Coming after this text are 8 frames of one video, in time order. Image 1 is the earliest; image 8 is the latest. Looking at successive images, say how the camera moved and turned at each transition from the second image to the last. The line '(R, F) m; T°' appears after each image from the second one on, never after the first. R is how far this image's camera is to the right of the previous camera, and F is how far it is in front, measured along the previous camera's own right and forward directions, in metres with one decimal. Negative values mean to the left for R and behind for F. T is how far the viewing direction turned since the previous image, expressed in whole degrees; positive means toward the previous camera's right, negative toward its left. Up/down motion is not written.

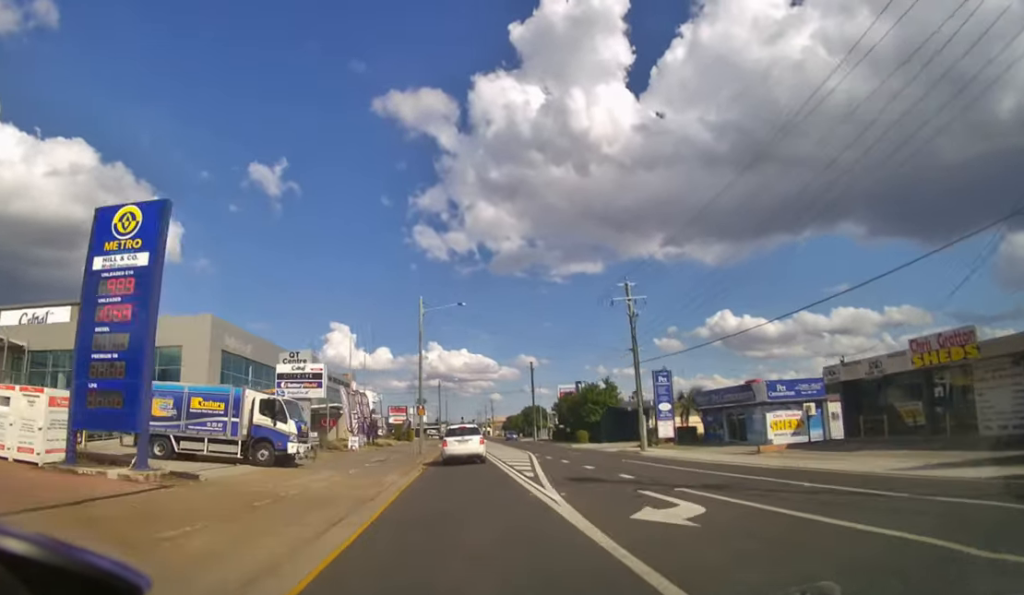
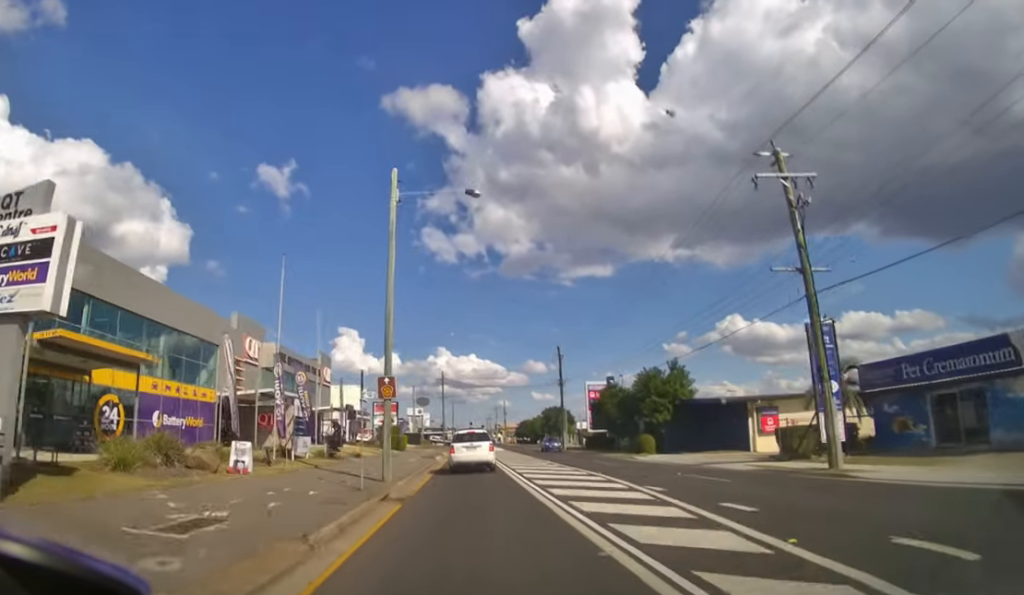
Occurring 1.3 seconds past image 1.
(0.0, +16.6) m; -1°
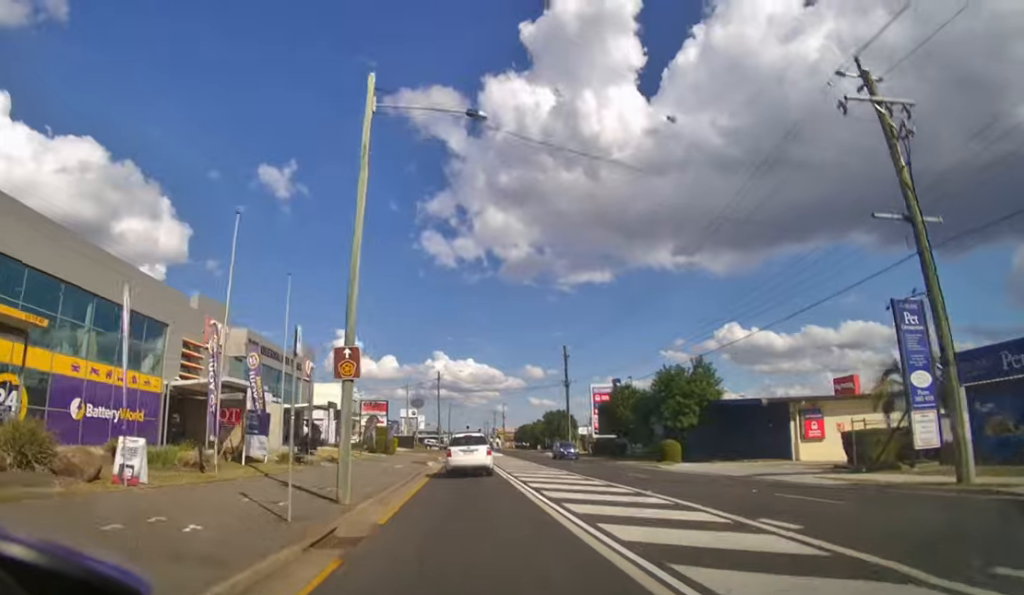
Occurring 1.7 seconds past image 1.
(0.0, +5.6) m; 0°
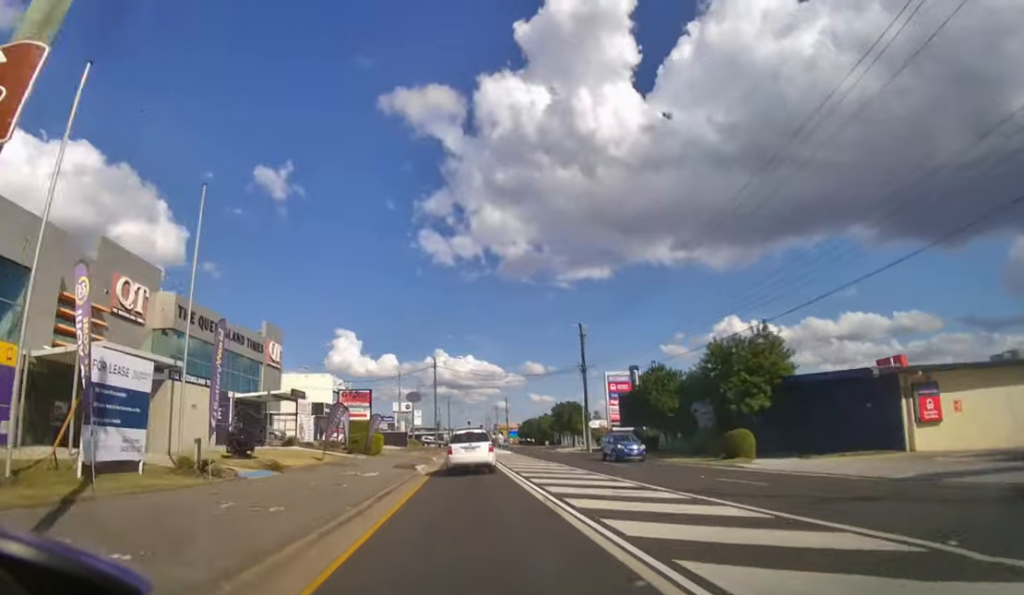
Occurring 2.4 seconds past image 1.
(0.0, +9.5) m; 0°
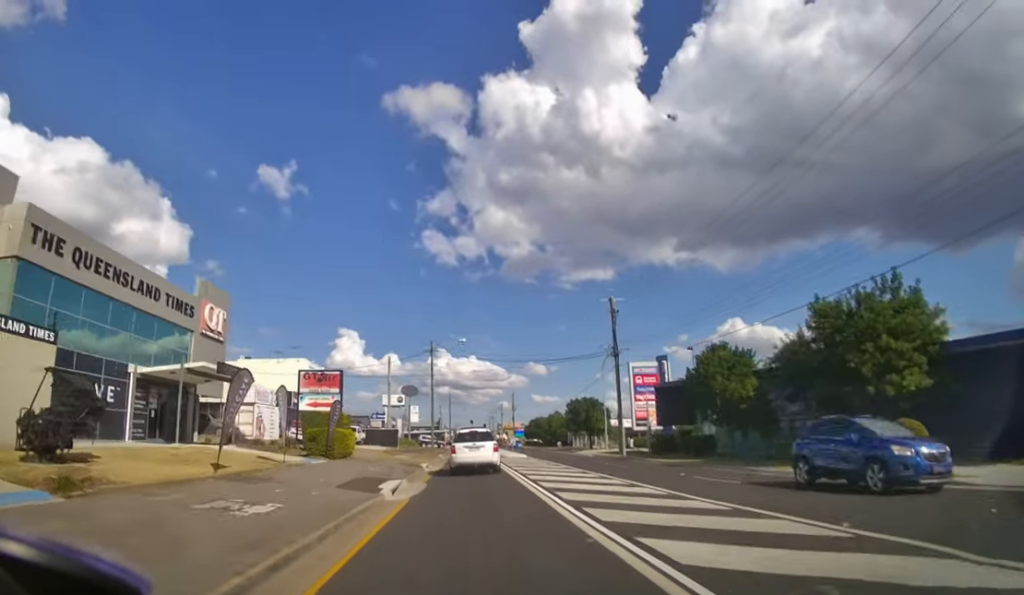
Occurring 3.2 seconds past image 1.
(0.0, +12.5) m; 0°
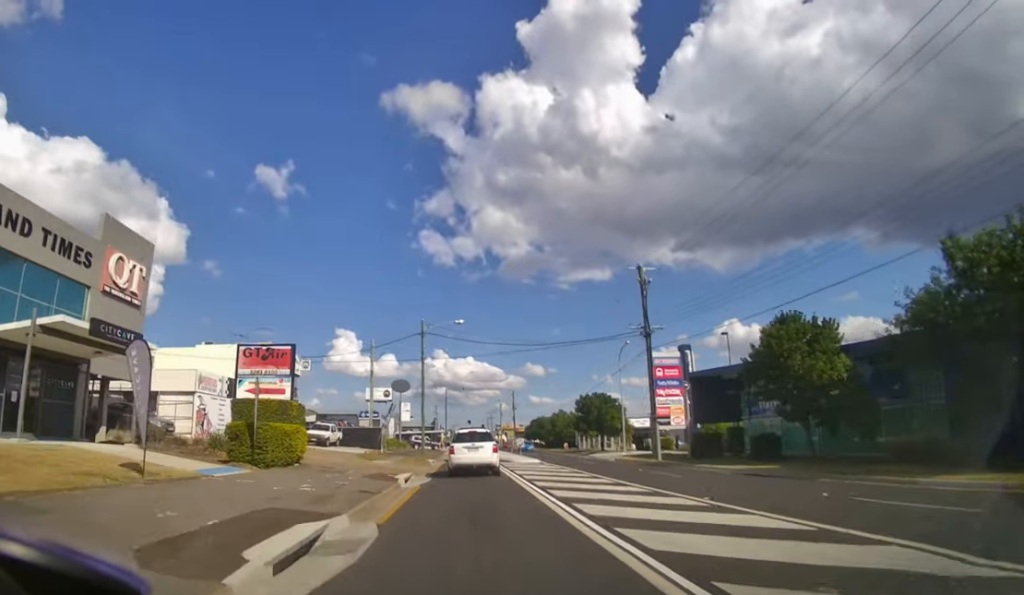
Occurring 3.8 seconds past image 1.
(0.0, +8.6) m; 0°
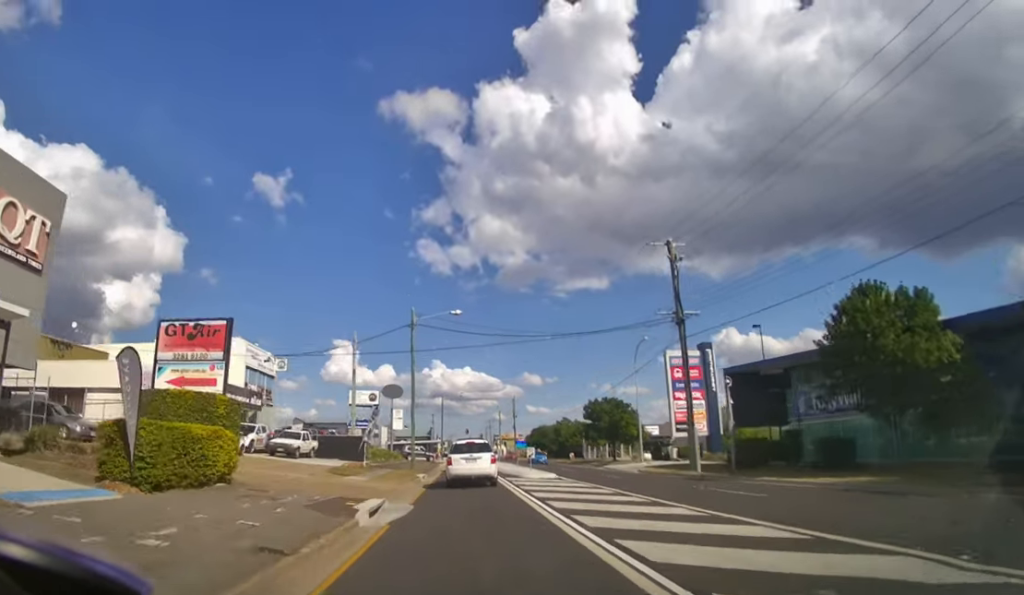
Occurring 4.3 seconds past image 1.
(0.0, +6.2) m; 0°
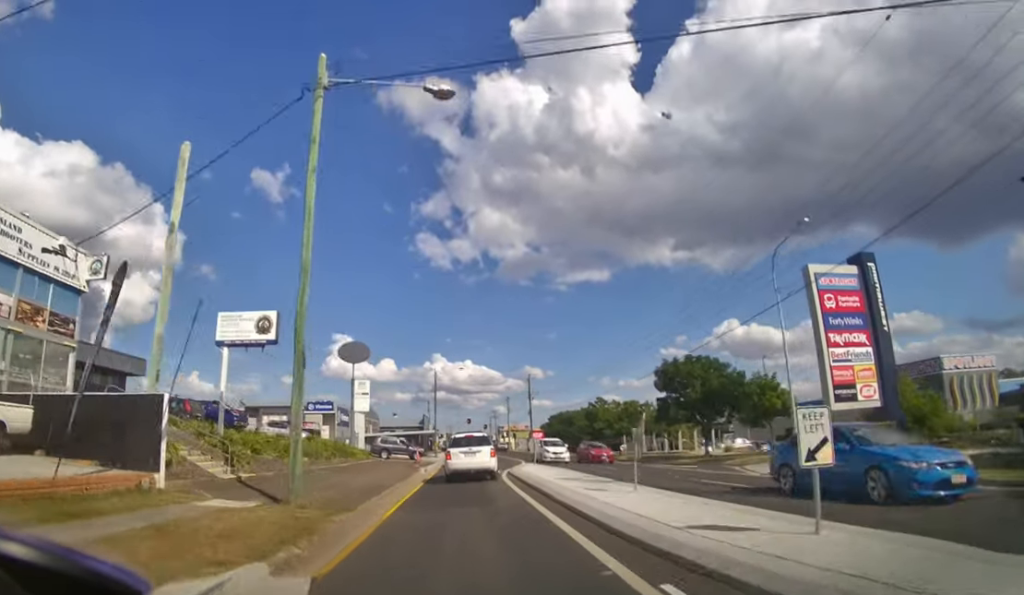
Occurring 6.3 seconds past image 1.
(-0.1, +23.9) m; 0°
